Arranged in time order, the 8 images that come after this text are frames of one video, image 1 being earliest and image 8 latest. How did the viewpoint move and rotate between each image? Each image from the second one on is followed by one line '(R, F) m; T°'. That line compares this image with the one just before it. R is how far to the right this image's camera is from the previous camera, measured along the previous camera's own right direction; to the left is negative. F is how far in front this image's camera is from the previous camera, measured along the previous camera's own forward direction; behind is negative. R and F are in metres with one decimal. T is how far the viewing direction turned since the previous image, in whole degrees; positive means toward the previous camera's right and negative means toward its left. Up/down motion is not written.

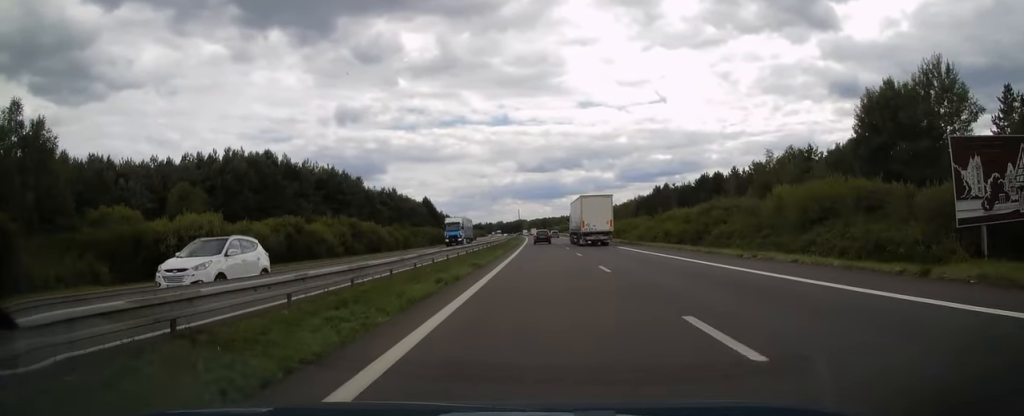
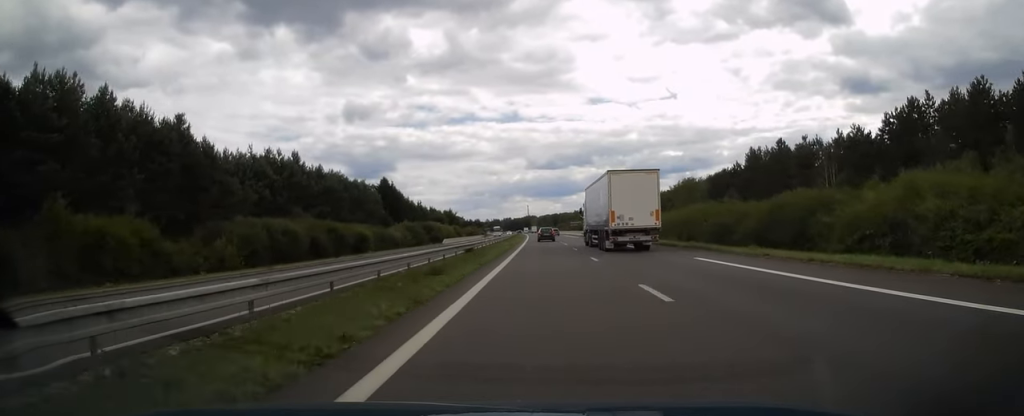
(-0.5, +73.7) m; -1°
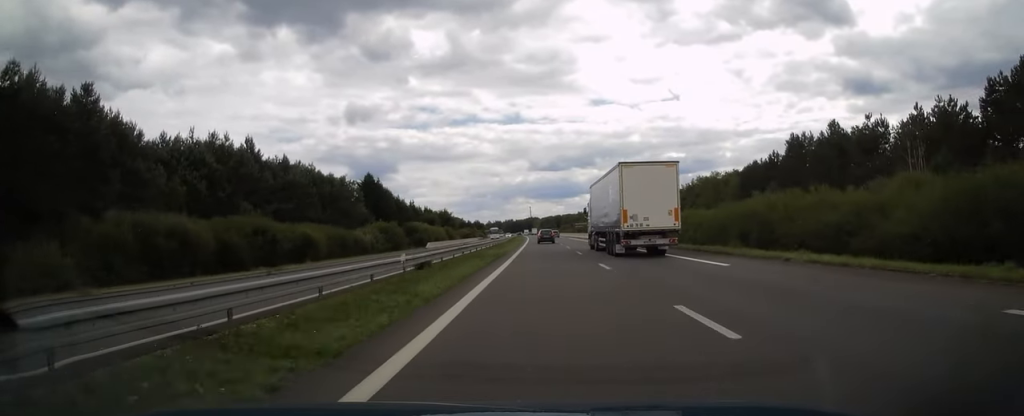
(0.0, +16.7) m; 0°
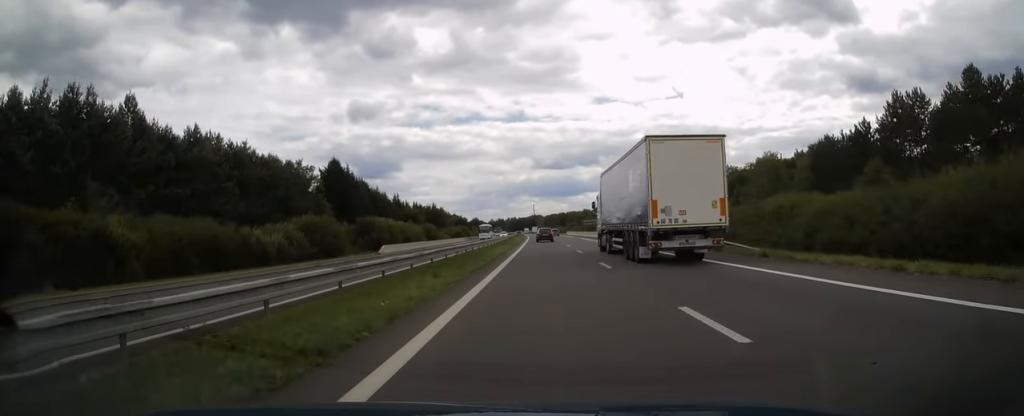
(-0.1, +26.7) m; 0°
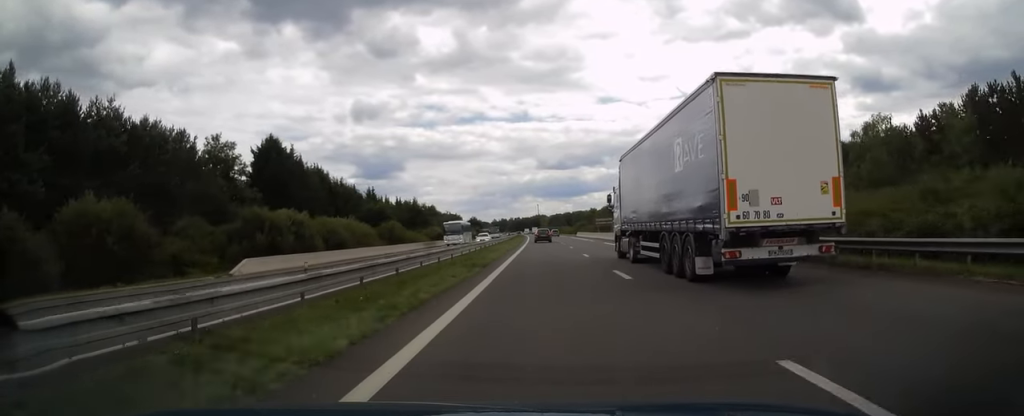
(-0.1, +30.4) m; -1°
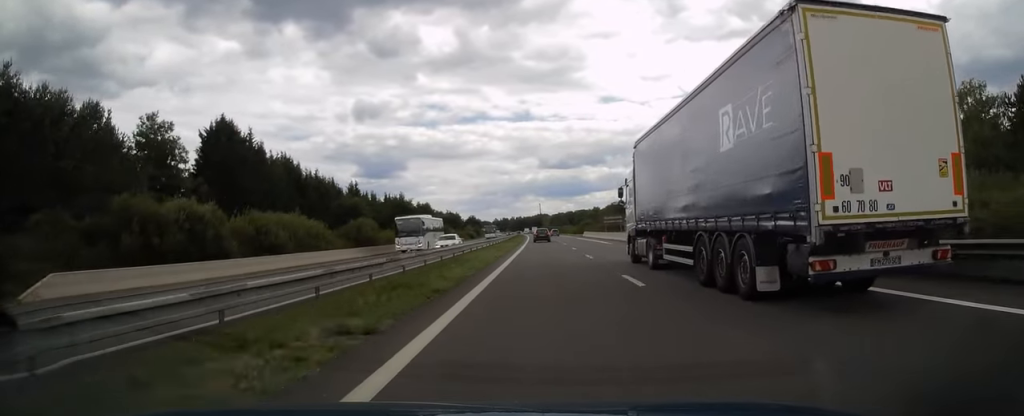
(-0.1, +15.3) m; 0°
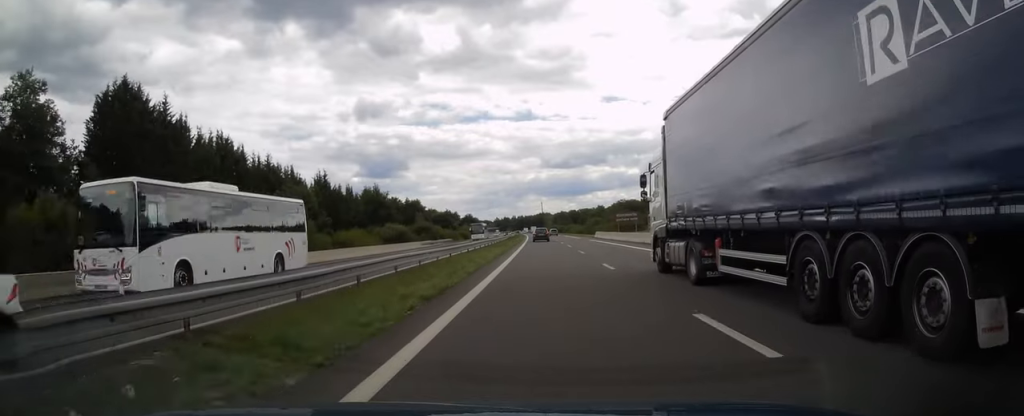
(0.0, +21.0) m; 0°
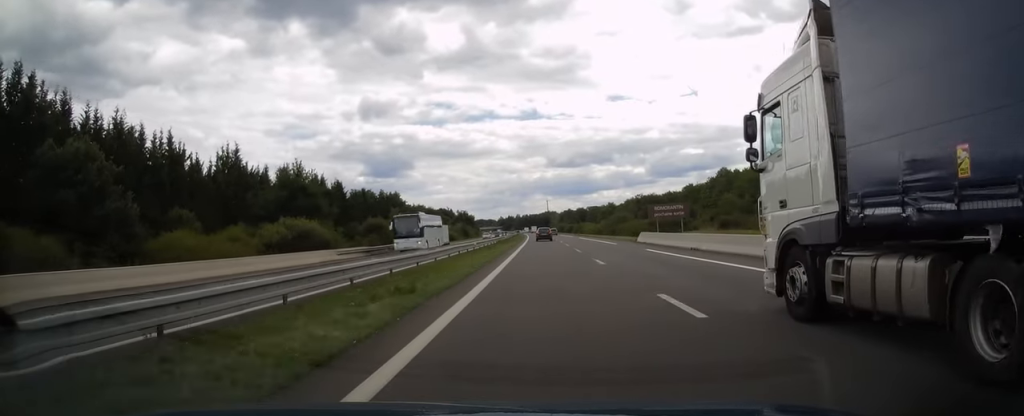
(-0.1, +36.8) m; 0°
